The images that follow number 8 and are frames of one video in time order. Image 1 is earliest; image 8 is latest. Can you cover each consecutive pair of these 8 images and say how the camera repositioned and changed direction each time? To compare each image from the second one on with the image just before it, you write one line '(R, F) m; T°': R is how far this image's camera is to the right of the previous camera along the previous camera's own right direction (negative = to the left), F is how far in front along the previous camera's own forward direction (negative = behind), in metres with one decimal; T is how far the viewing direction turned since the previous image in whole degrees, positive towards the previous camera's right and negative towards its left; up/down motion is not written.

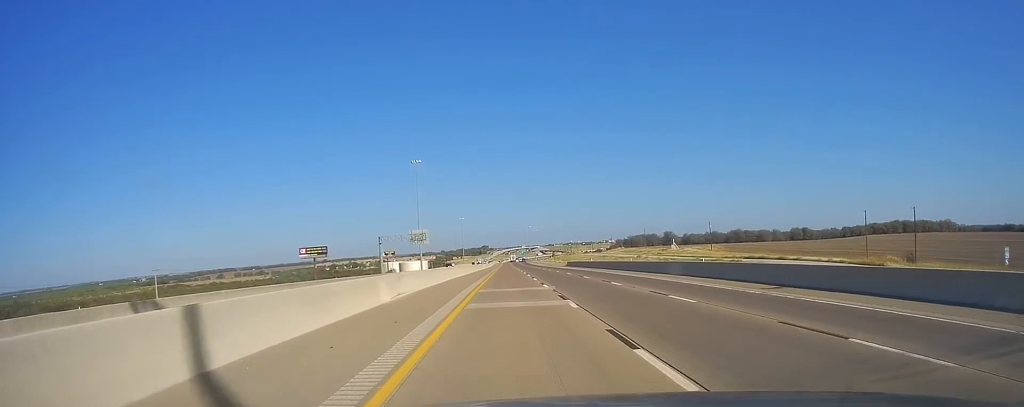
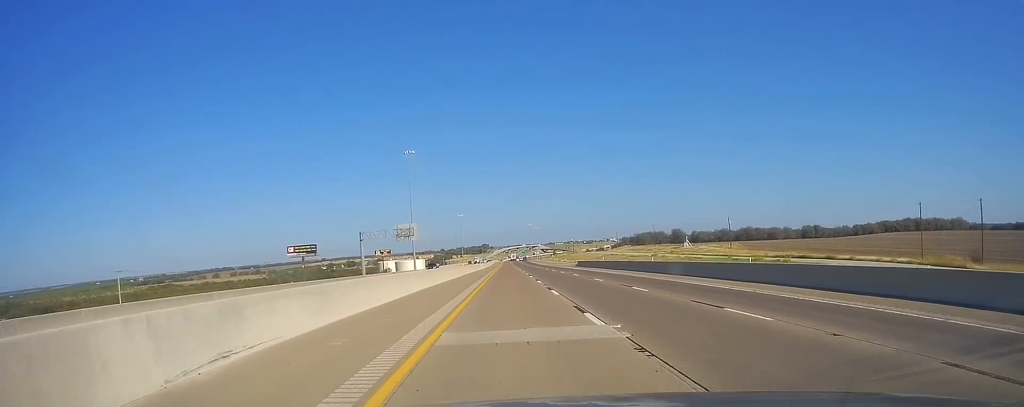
(-0.1, +17.8) m; 0°
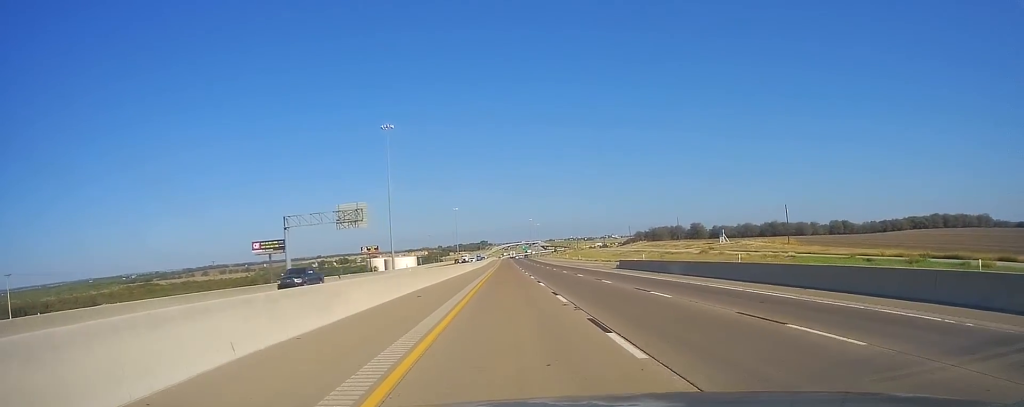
(+0.4, +40.2) m; 0°
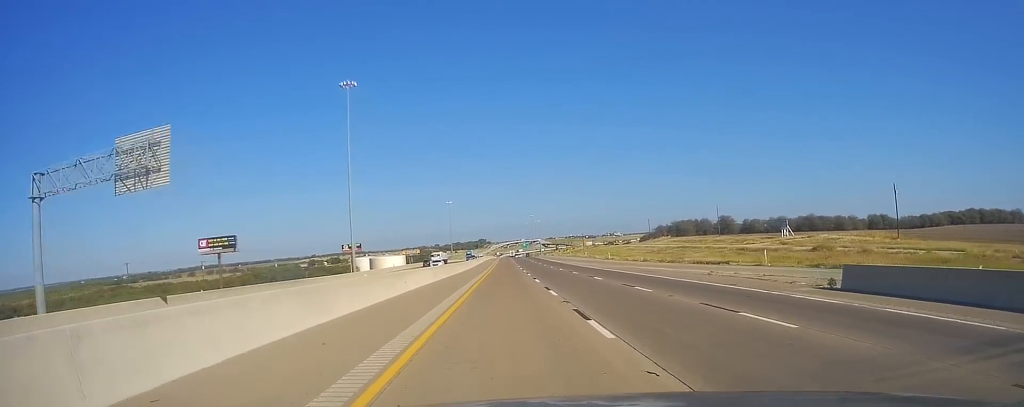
(-0.4, +46.1) m; -1°
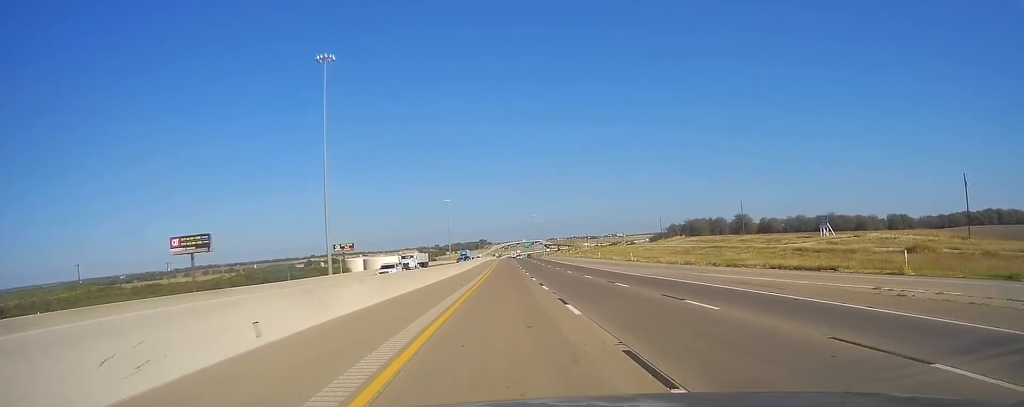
(-0.1, +19.6) m; 0°
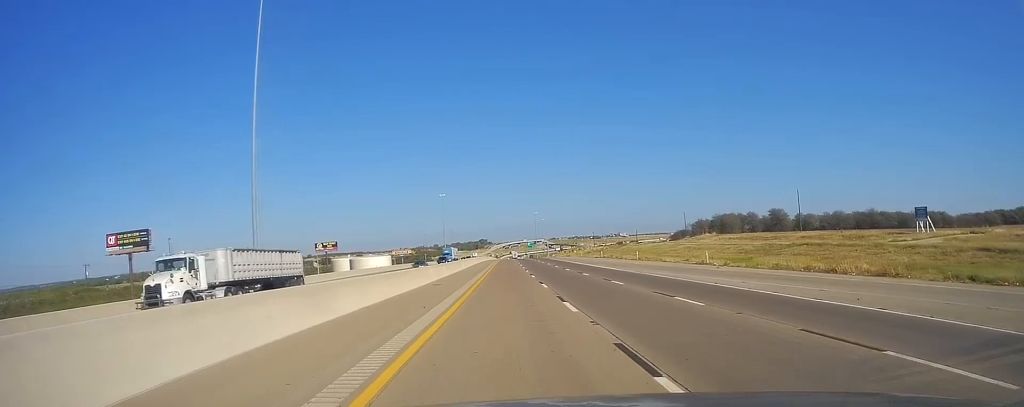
(0.0, +35.3) m; 0°
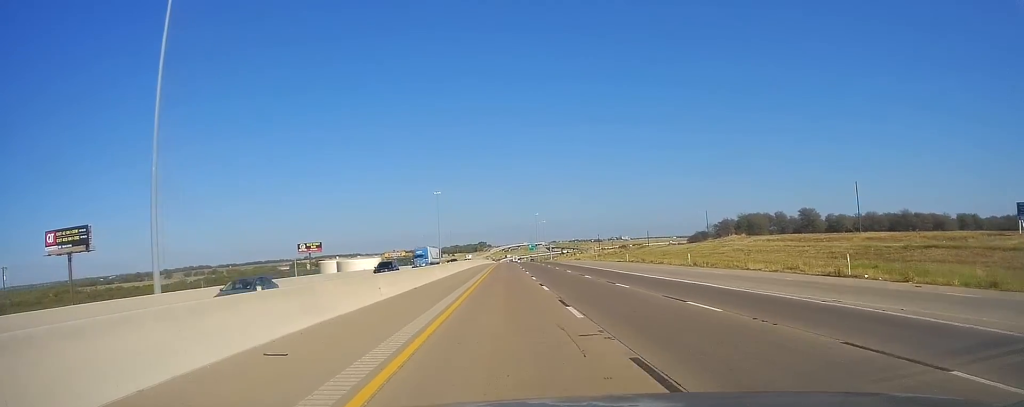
(0.0, +26.0) m; +1°
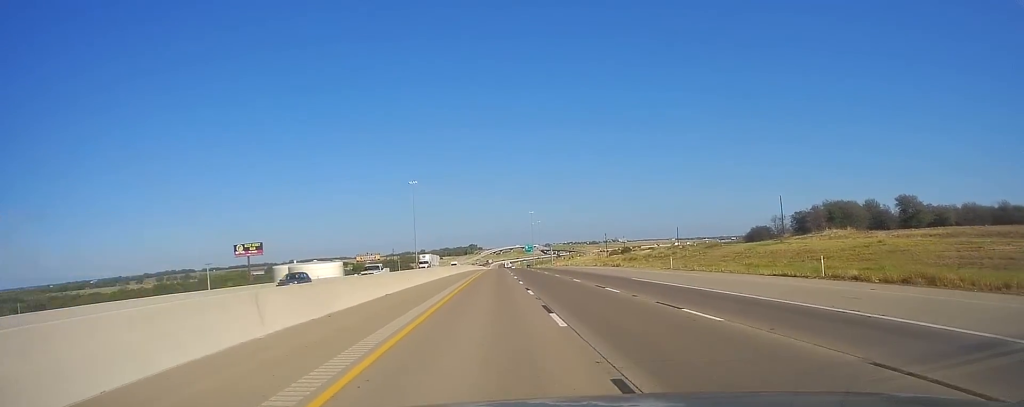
(+0.6, +62.5) m; 0°
